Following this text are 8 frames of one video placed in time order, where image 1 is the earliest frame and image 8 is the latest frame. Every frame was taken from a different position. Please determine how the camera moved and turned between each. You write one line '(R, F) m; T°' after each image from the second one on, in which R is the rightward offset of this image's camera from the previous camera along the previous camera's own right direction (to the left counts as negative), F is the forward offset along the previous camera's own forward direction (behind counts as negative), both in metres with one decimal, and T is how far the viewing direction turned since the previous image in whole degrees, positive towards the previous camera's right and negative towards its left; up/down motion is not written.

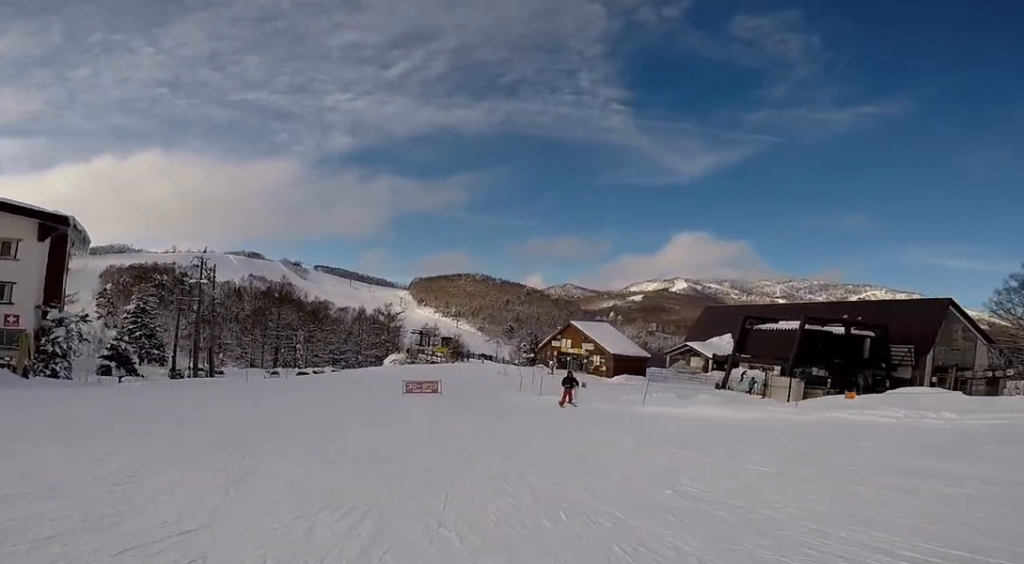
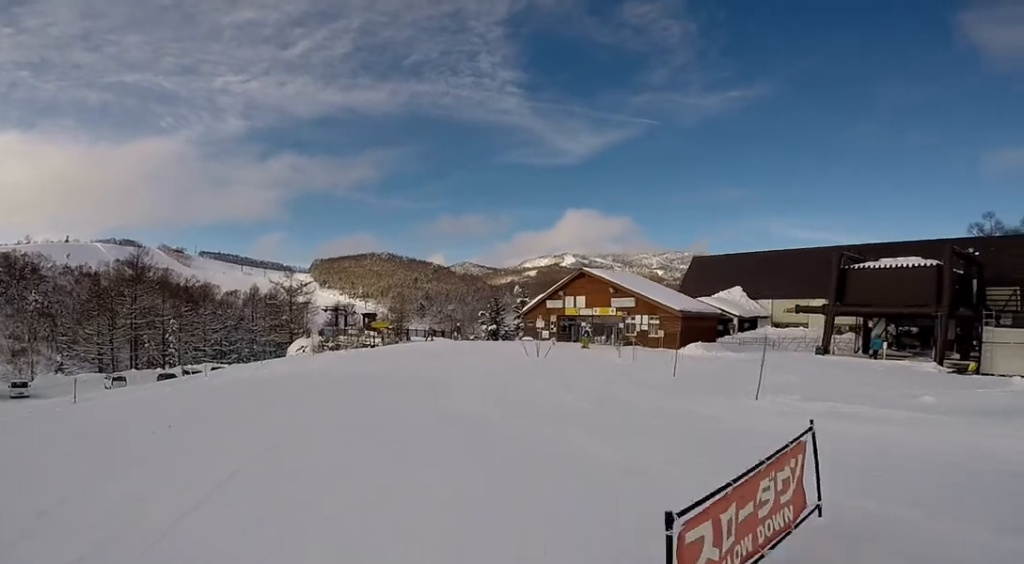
(+2.1, +18.4) m; +20°
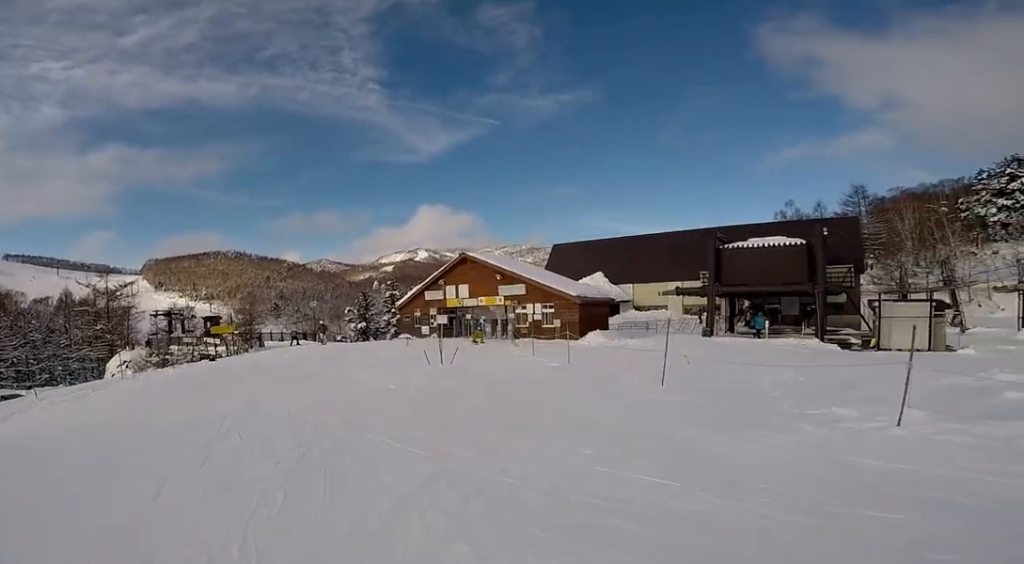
(+0.6, +5.3) m; +7°
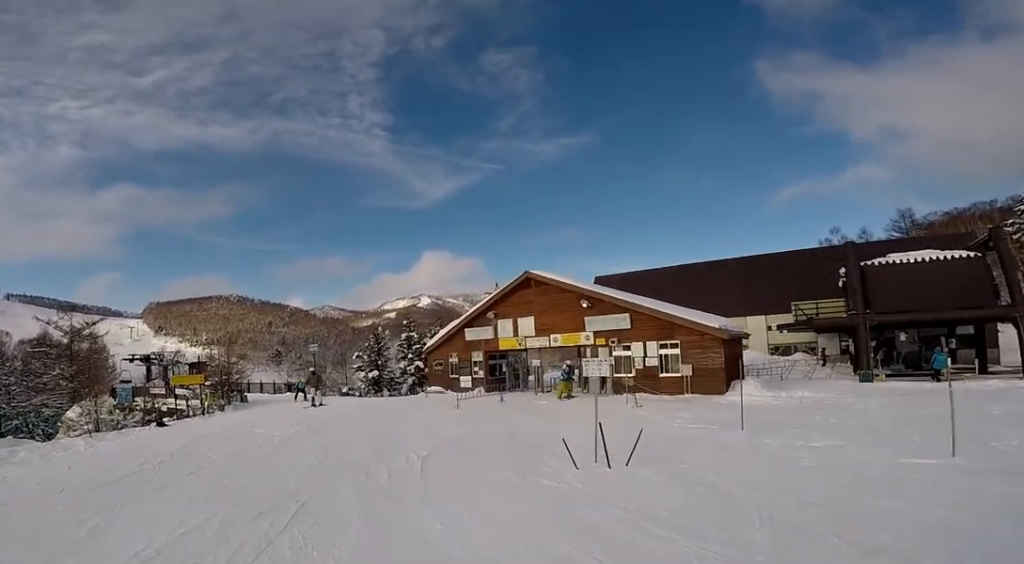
(-0.1, +8.1) m; 0°
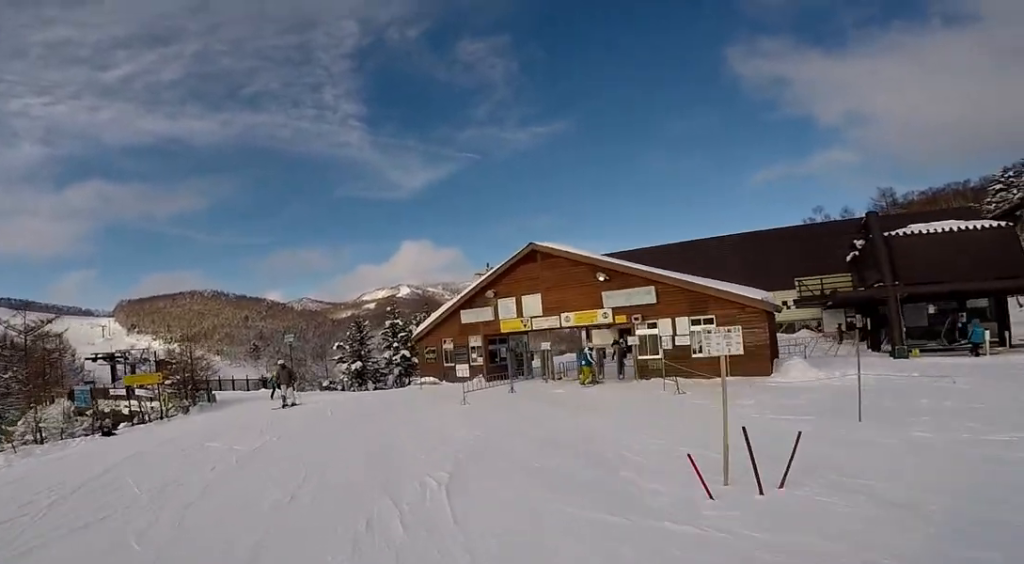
(-0.3, +2.3) m; +5°
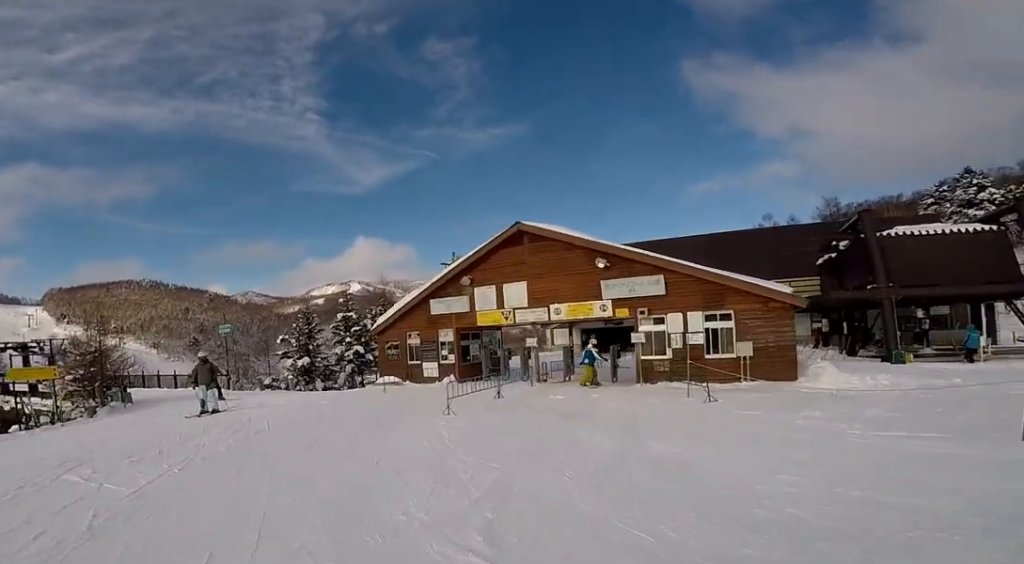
(+0.1, +2.5) m; +11°
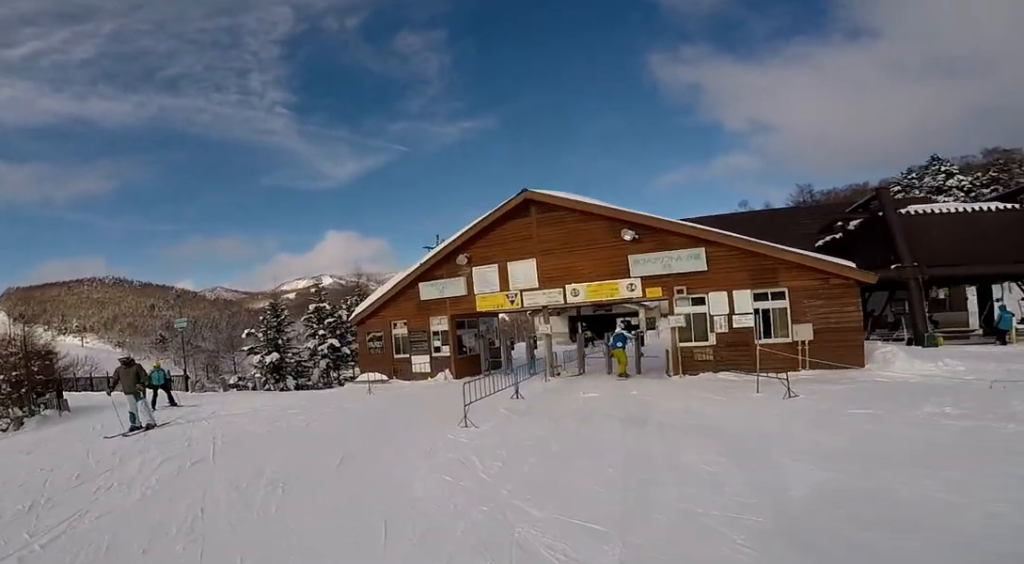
(+0.3, +2.3) m; +15°
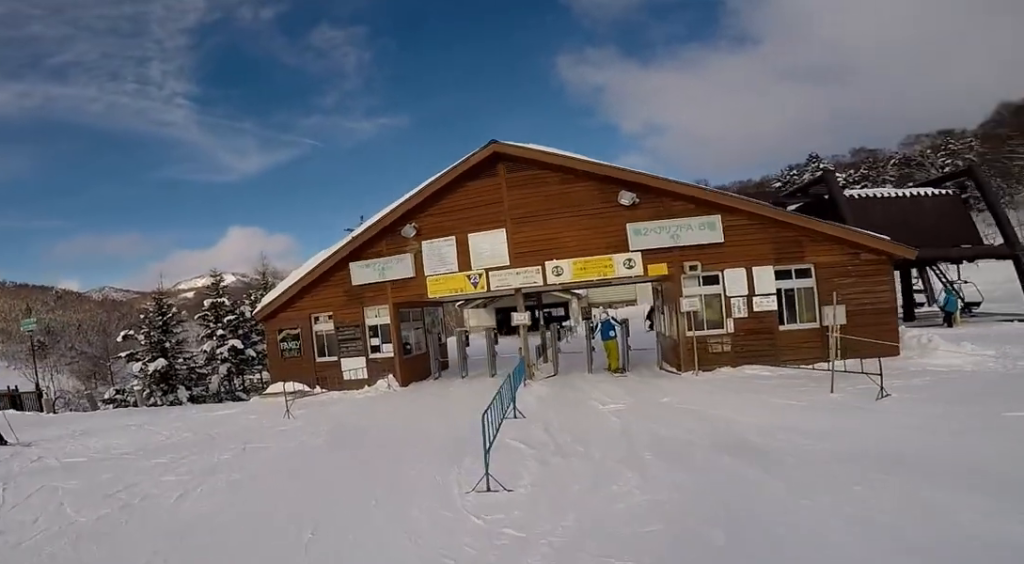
(+0.6, +2.7) m; +11°
